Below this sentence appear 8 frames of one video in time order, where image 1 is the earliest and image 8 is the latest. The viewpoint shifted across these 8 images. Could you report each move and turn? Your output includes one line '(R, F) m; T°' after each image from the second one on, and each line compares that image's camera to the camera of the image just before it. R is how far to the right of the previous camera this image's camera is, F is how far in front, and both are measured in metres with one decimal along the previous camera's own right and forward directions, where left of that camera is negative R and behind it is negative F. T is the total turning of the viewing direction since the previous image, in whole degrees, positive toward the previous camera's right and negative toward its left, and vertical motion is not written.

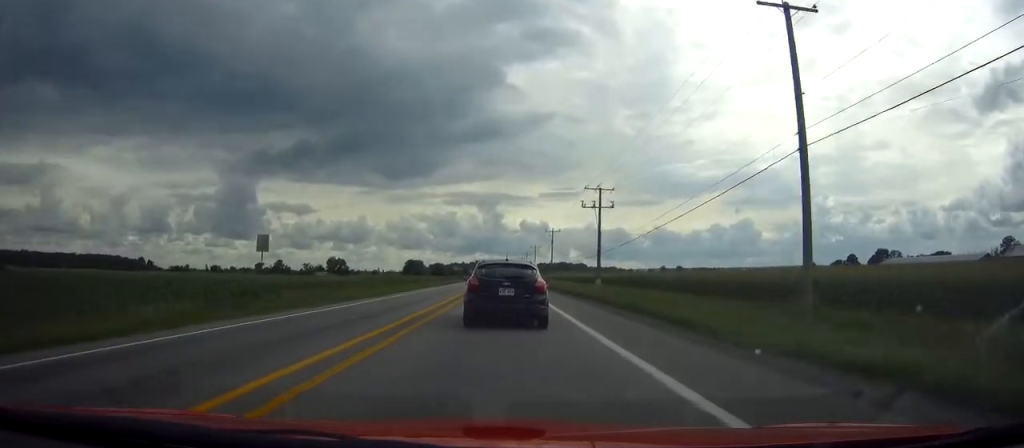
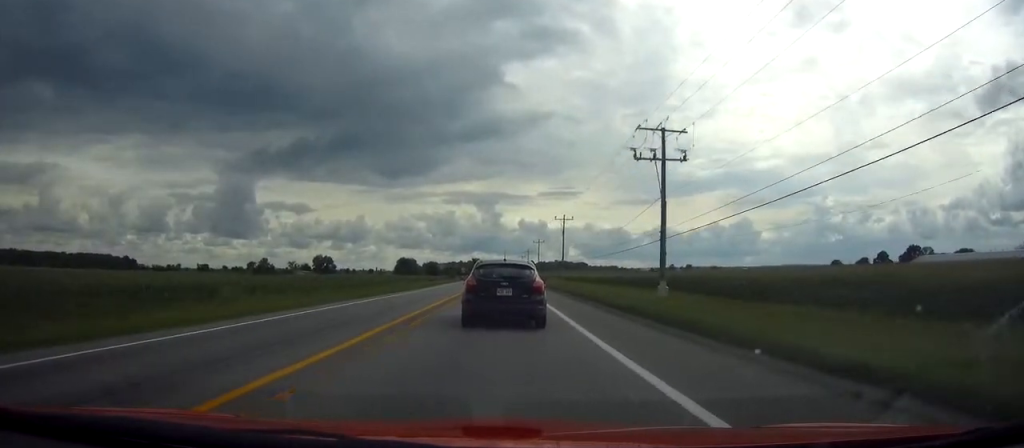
(0.0, +29.4) m; 0°
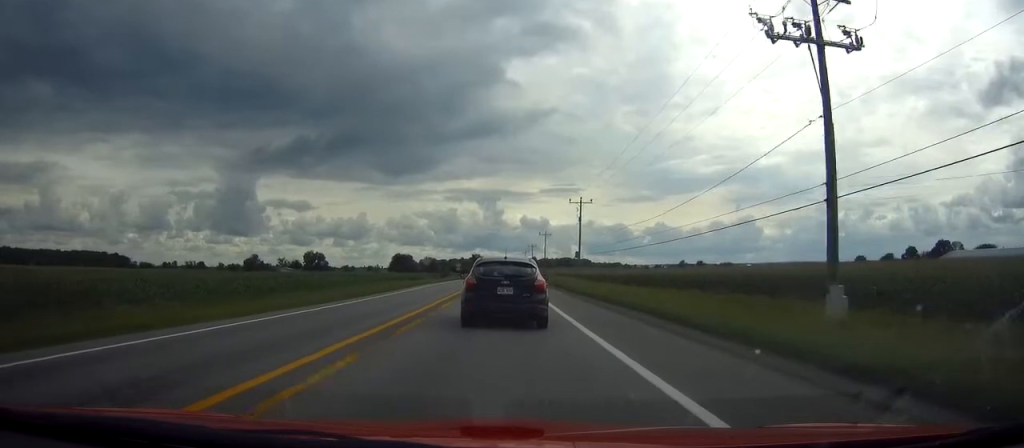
(-0.1, +22.0) m; 0°
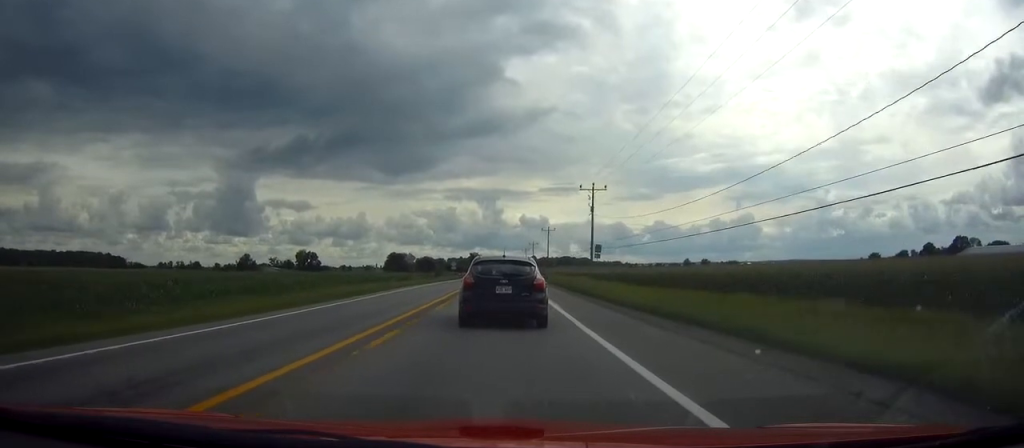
(0.0, +13.3) m; 0°
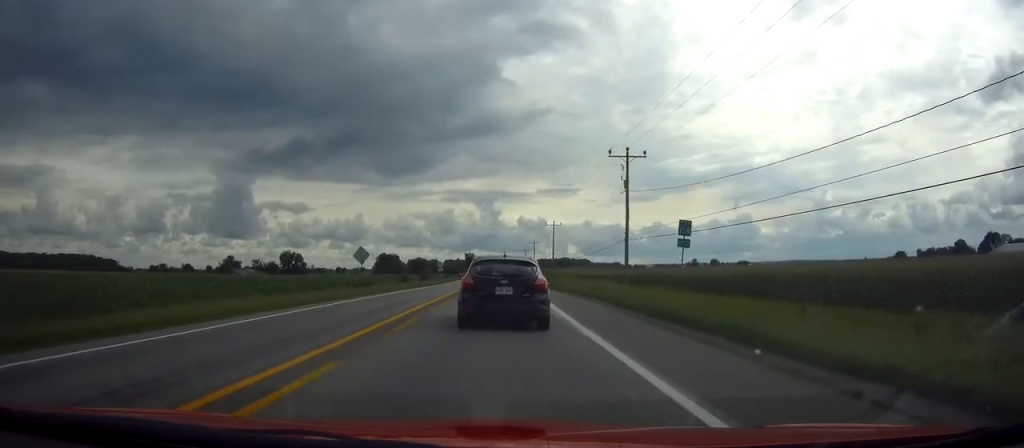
(+0.1, +23.0) m; 0°
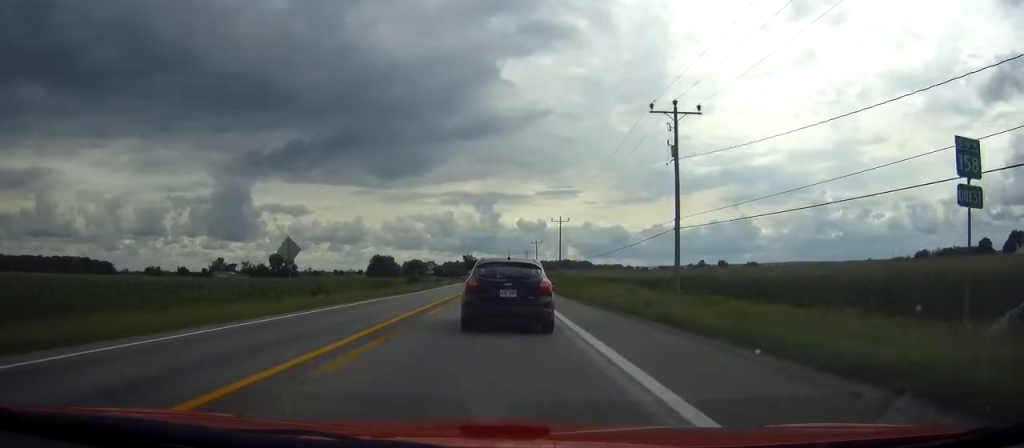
(0.0, +15.8) m; 0°
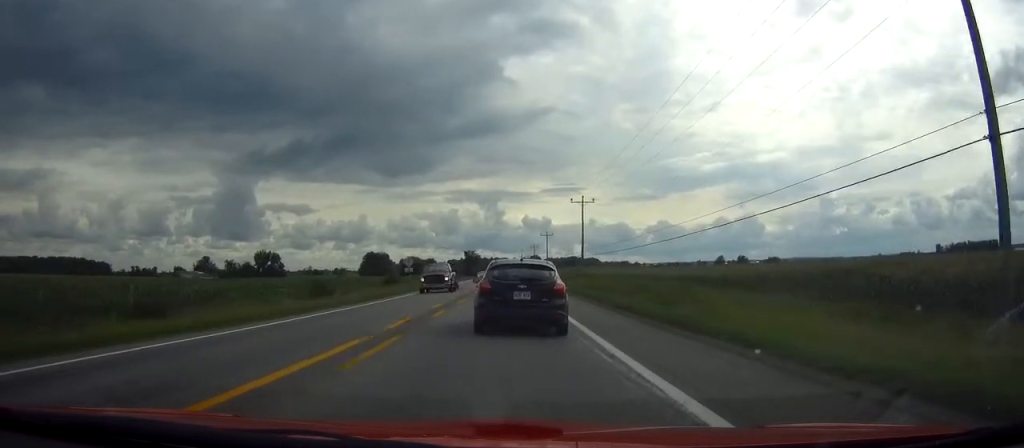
(-0.2, +26.6) m; 0°
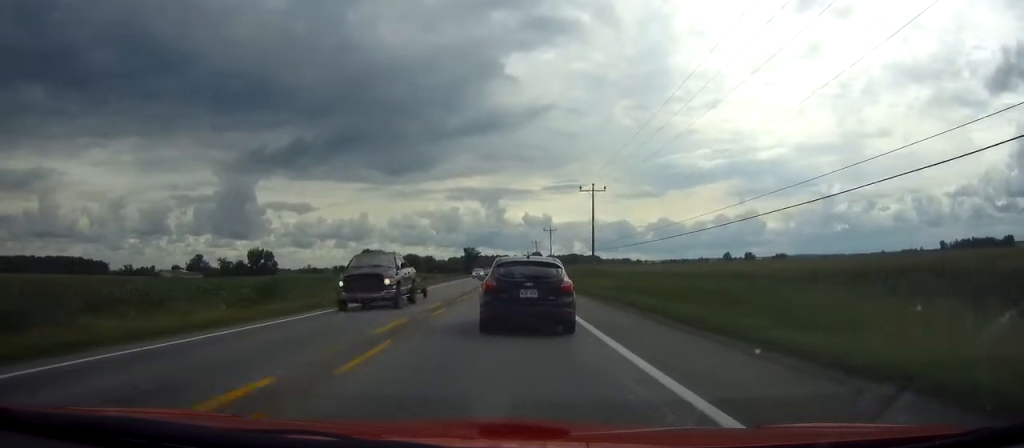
(0.0, +9.5) m; 0°
